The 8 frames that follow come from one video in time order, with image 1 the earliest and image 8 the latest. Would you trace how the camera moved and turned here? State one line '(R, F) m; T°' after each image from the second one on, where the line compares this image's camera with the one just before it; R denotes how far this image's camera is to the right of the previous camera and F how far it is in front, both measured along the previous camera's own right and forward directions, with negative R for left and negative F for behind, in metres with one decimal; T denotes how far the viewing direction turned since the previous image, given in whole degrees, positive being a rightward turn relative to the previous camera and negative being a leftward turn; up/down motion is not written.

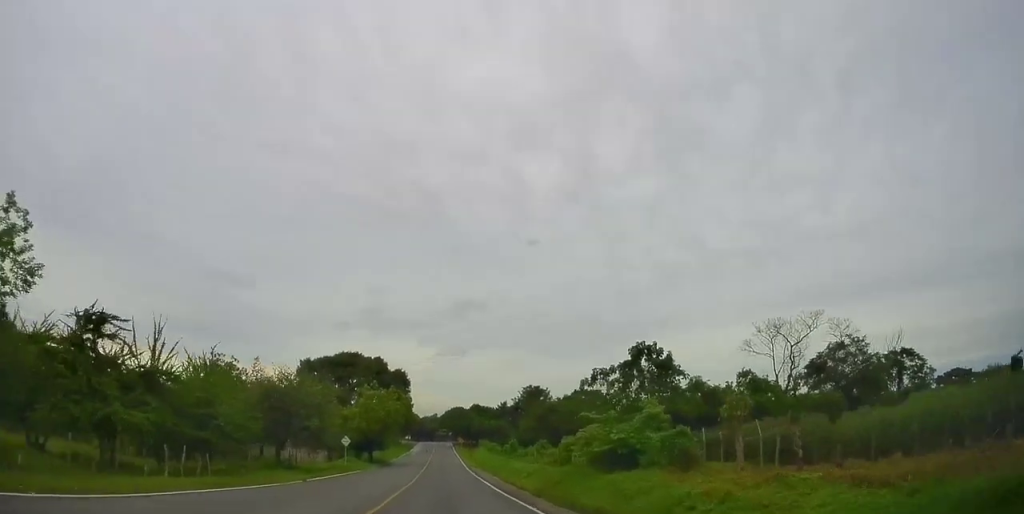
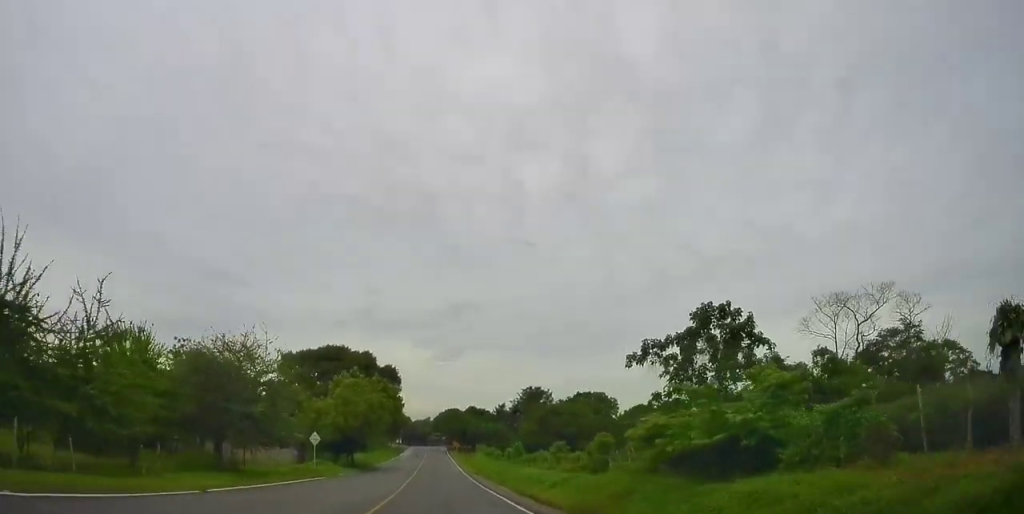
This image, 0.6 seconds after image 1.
(+0.2, +10.7) m; +3°
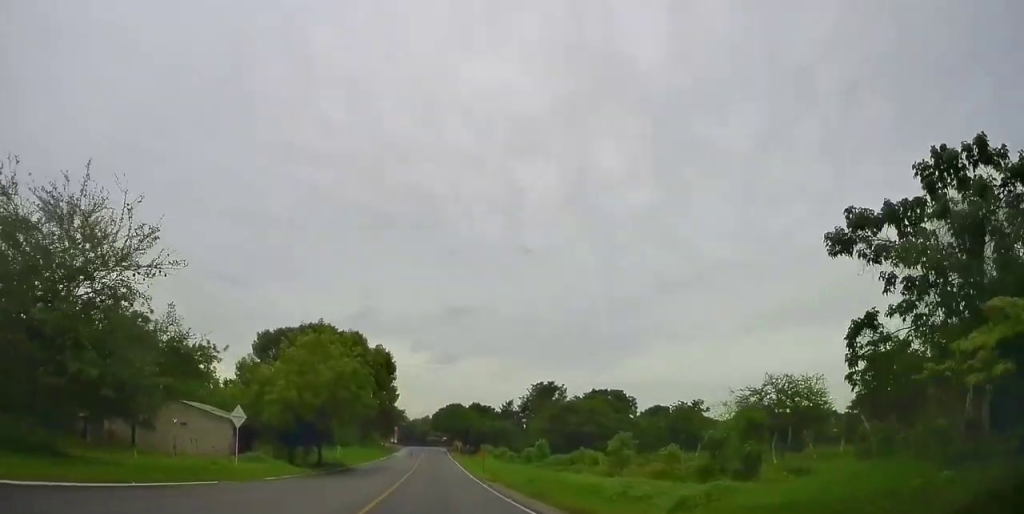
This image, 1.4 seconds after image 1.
(+1.1, +16.2) m; +4°
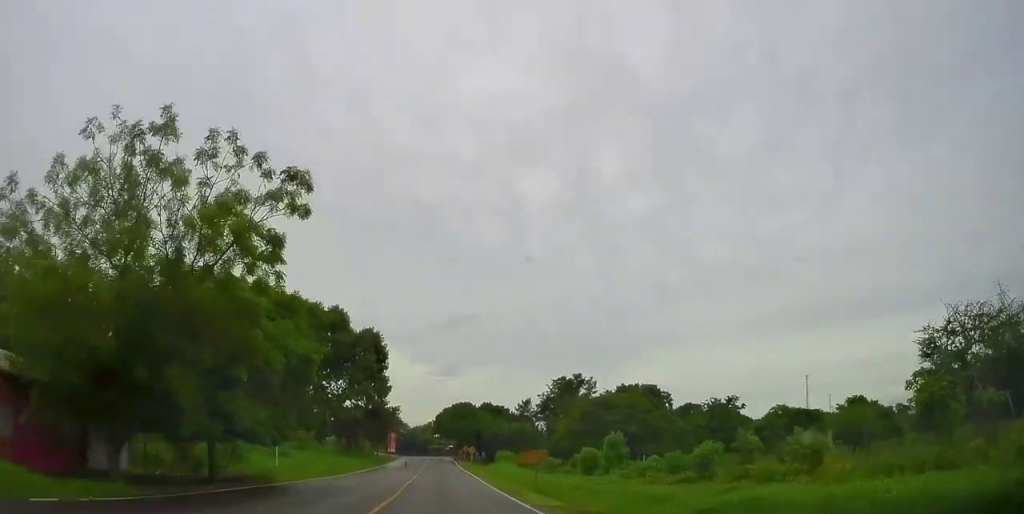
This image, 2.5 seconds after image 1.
(+0.1, +21.9) m; +1°
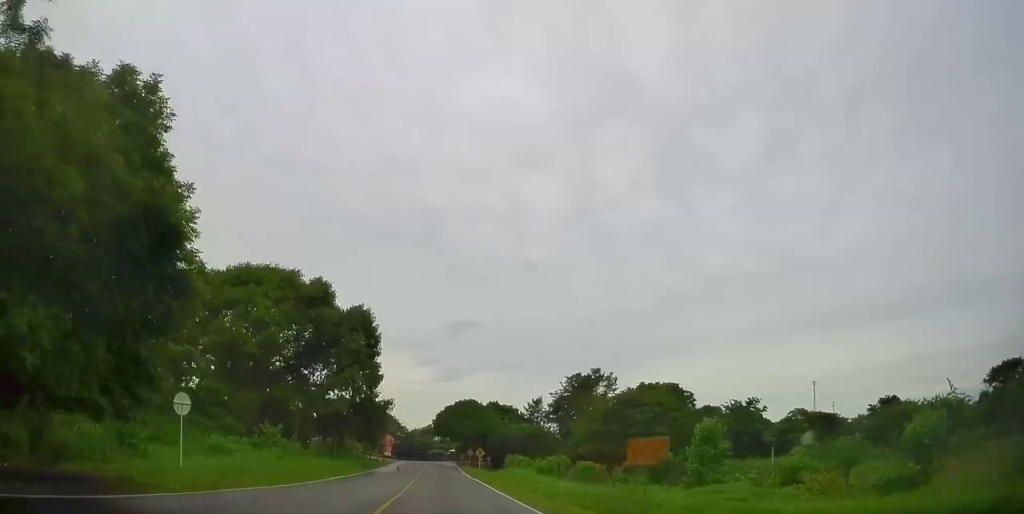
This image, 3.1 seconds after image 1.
(+0.2, +12.8) m; 0°
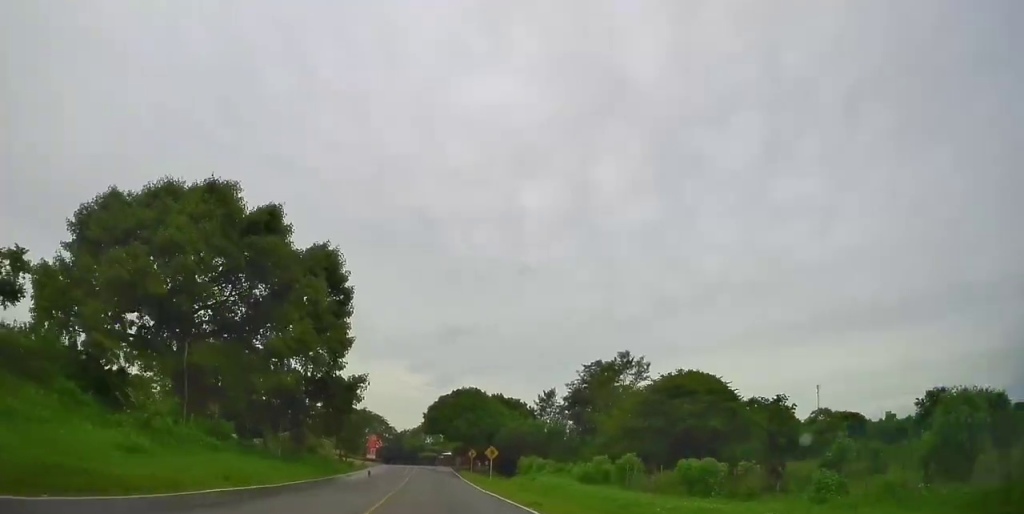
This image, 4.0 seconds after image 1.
(-0.1, +18.8) m; 0°
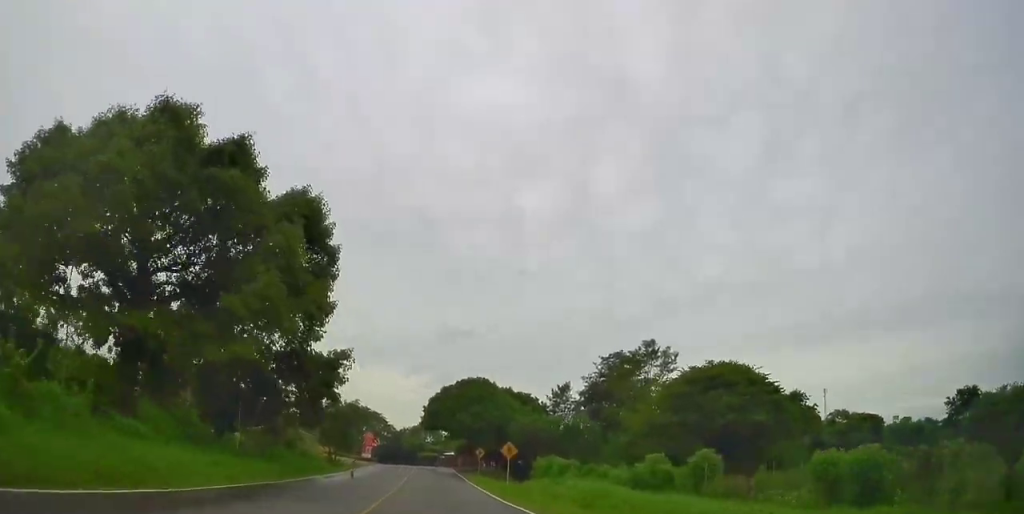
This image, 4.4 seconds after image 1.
(-0.1, +9.4) m; 0°
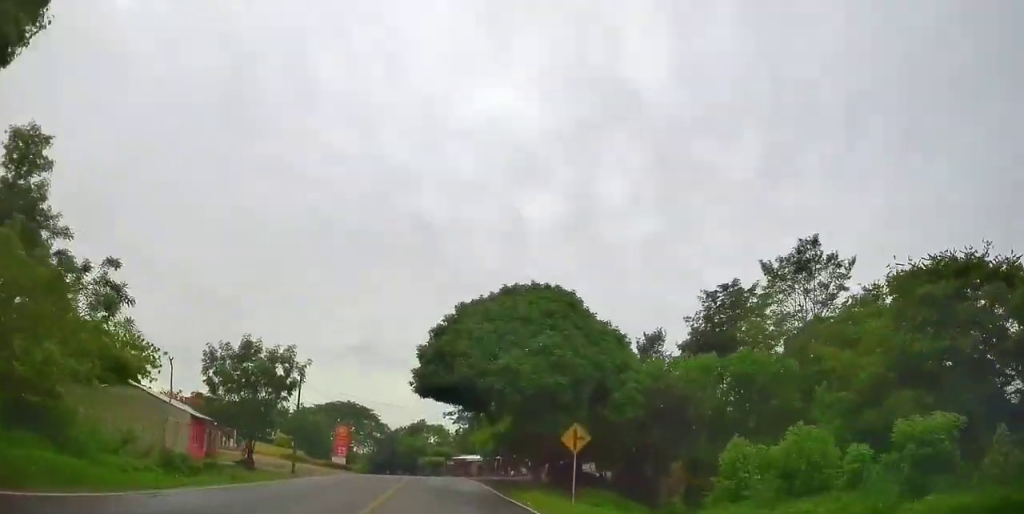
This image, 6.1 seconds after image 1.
(+0.7, +35.3) m; 0°
